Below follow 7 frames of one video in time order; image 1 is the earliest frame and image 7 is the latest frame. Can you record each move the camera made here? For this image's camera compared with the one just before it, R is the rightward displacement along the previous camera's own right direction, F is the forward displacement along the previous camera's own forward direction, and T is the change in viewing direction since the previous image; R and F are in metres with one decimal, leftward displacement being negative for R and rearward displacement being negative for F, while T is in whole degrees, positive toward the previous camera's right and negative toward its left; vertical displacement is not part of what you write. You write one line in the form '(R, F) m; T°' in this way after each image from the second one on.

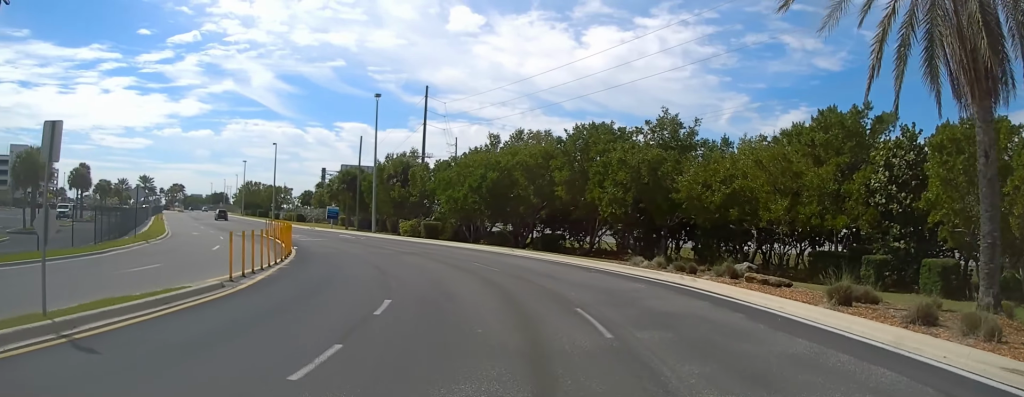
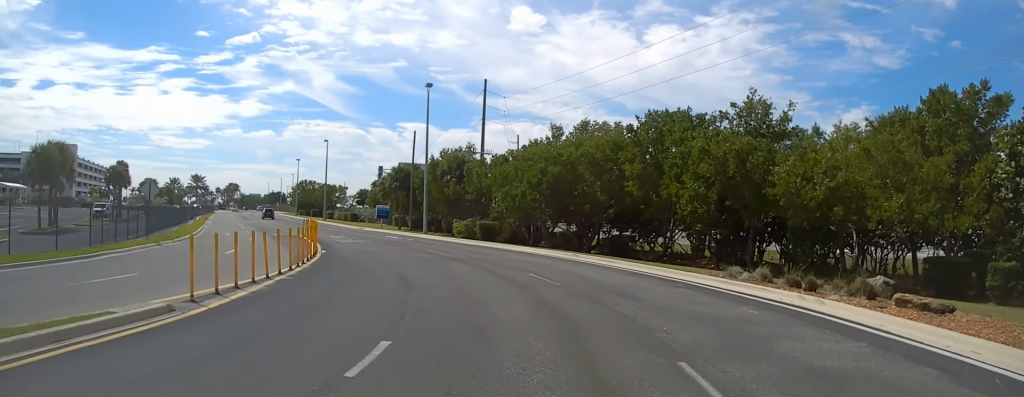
(-0.4, +4.8) m; -4°
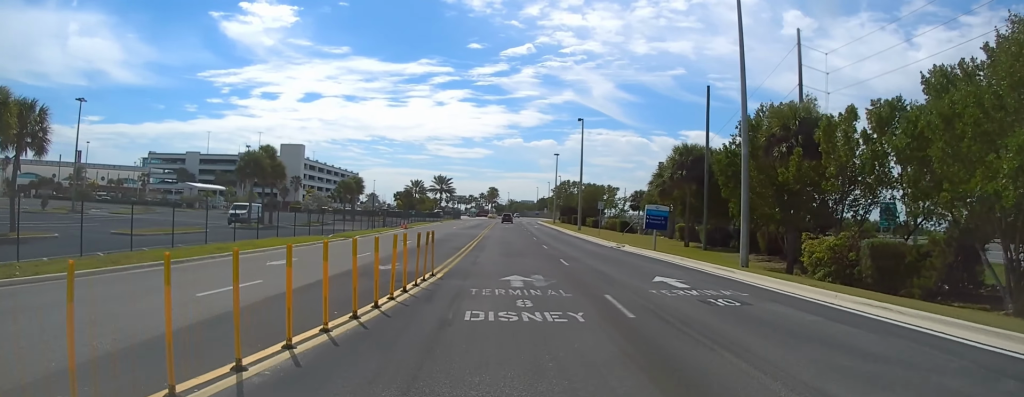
(-3.8, +29.5) m; -15°
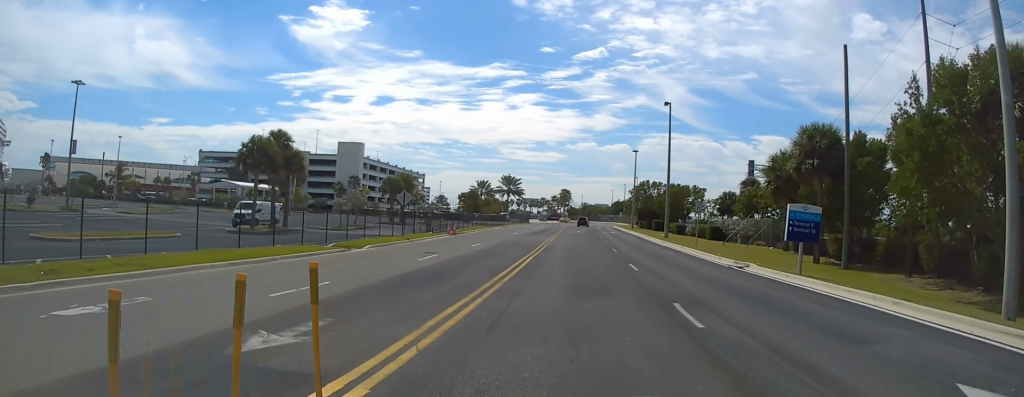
(-0.5, +12.8) m; 0°
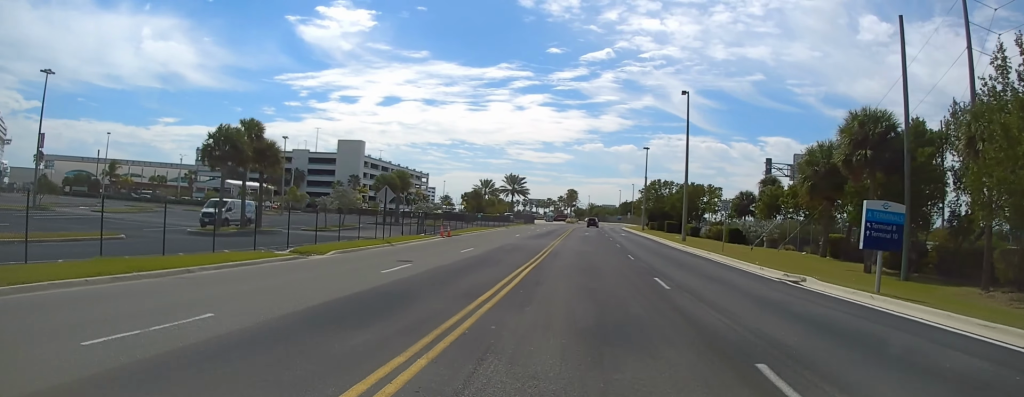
(+0.1, +5.9) m; +1°
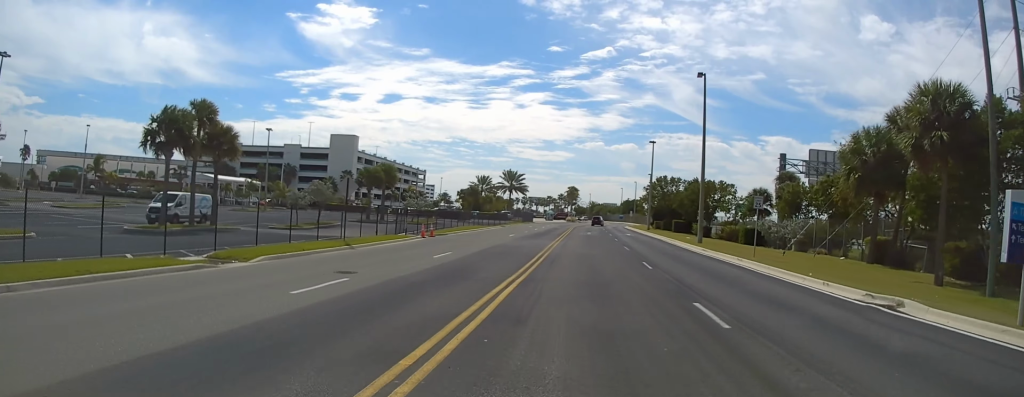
(0.0, +6.5) m; 0°
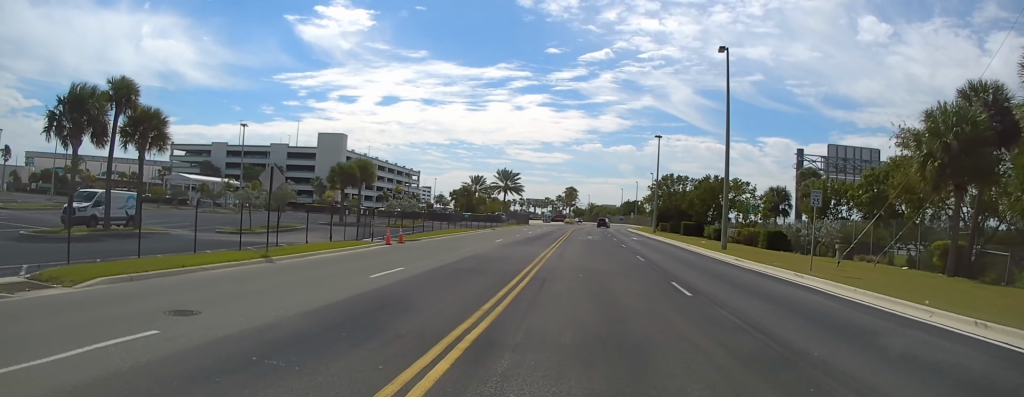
(0.0, +7.7) m; 0°
